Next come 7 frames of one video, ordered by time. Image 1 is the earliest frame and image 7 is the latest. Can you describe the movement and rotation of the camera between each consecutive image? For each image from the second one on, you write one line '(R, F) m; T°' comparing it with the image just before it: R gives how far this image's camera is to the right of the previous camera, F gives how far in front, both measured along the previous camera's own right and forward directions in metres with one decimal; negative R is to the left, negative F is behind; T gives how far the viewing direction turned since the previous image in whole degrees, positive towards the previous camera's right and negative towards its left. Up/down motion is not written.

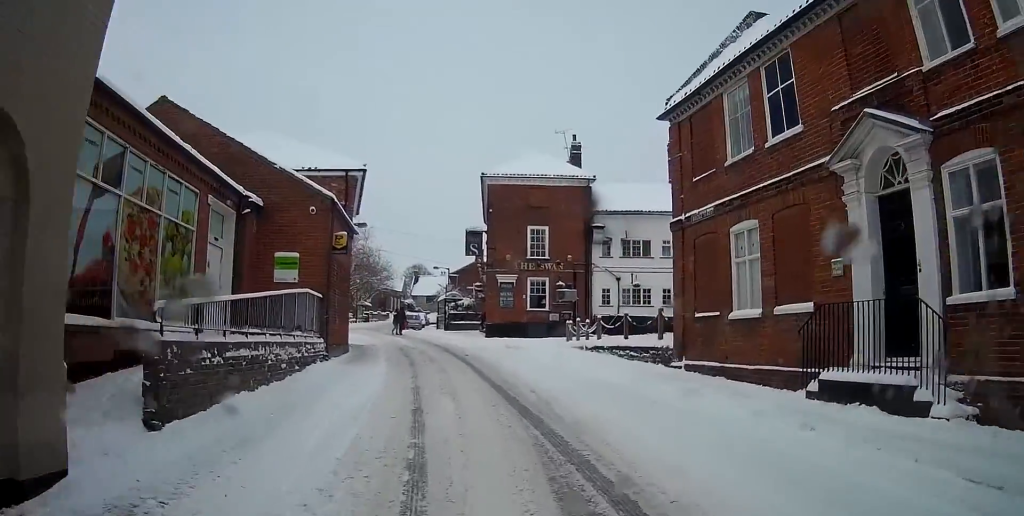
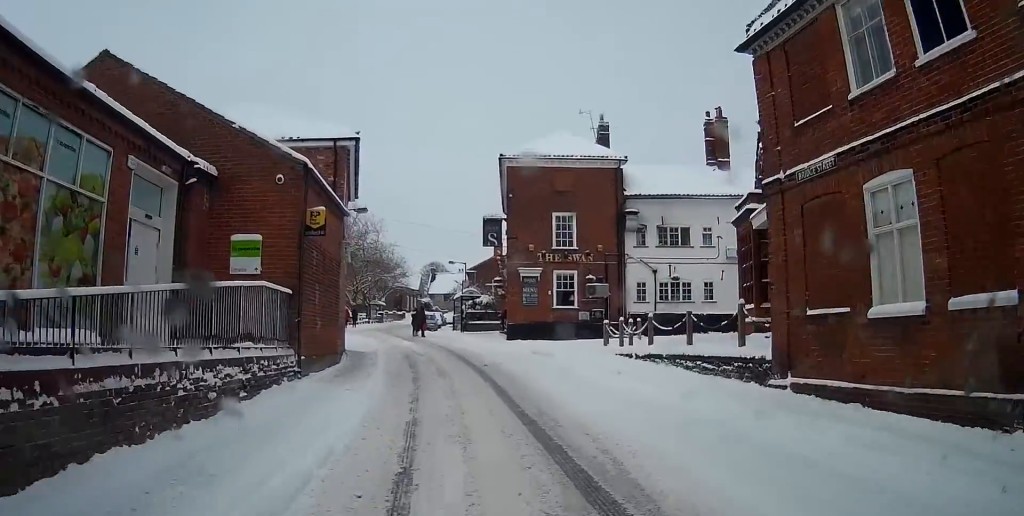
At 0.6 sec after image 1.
(0.0, +4.5) m; 0°
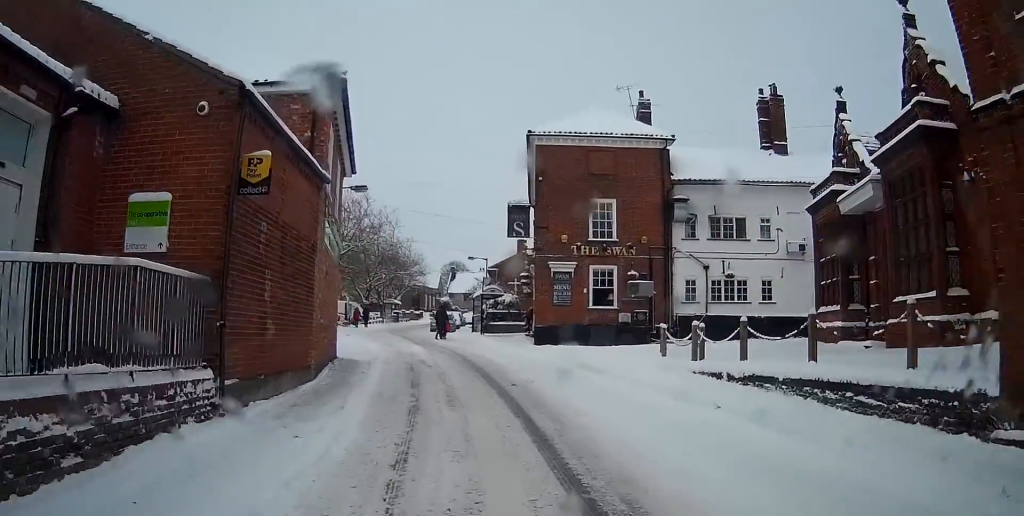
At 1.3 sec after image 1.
(0.0, +5.0) m; 0°
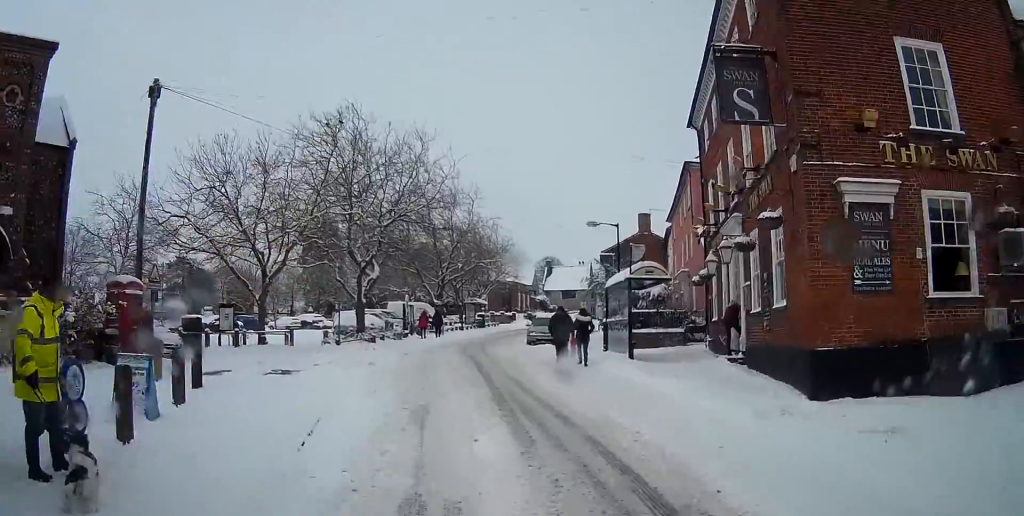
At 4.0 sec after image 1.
(-1.6, +19.2) m; -9°
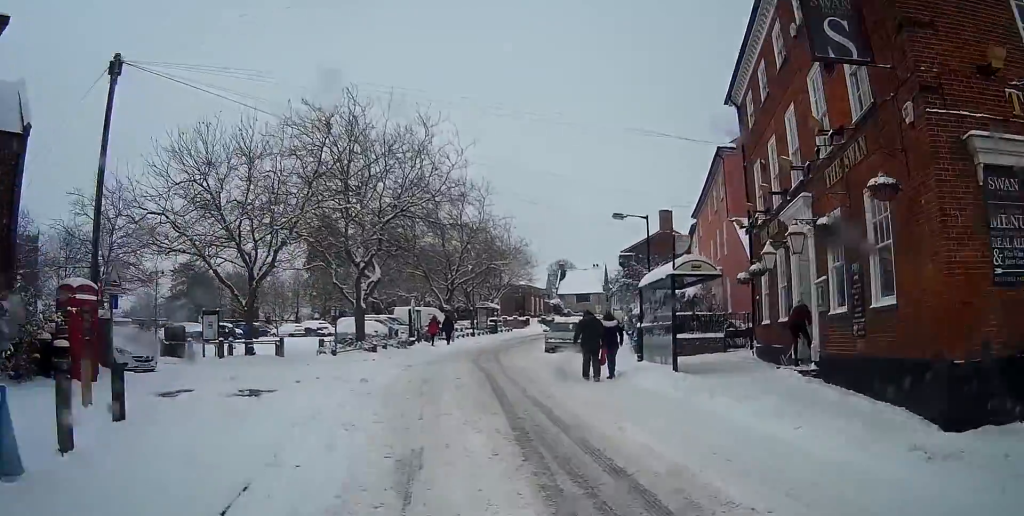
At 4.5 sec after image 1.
(0.0, +3.6) m; 0°
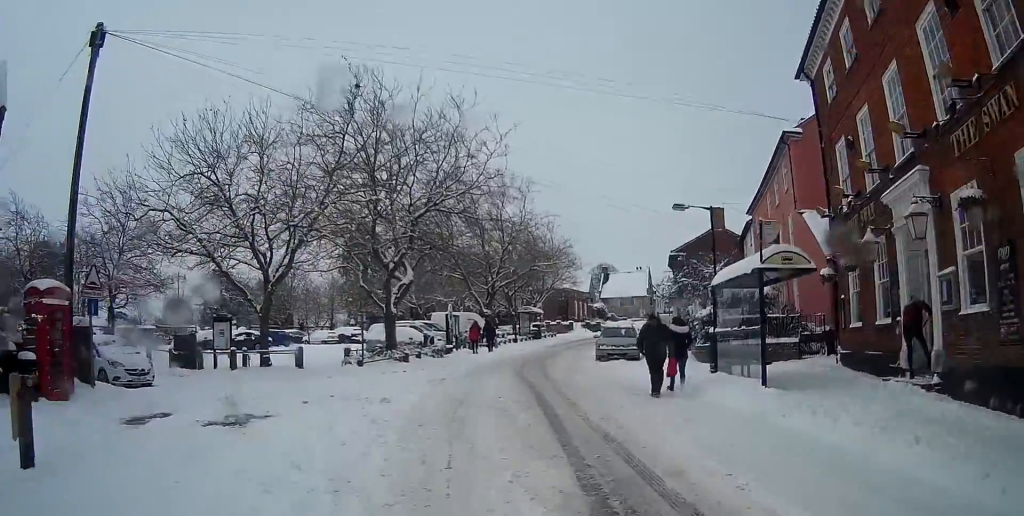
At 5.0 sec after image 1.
(0.0, +3.6) m; 0°
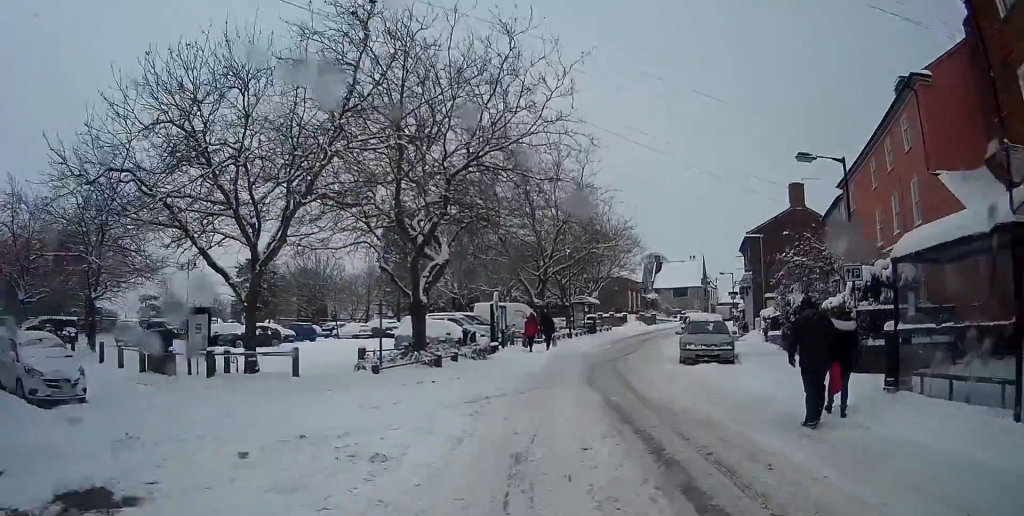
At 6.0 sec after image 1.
(-0.1, +6.8) m; -4°
